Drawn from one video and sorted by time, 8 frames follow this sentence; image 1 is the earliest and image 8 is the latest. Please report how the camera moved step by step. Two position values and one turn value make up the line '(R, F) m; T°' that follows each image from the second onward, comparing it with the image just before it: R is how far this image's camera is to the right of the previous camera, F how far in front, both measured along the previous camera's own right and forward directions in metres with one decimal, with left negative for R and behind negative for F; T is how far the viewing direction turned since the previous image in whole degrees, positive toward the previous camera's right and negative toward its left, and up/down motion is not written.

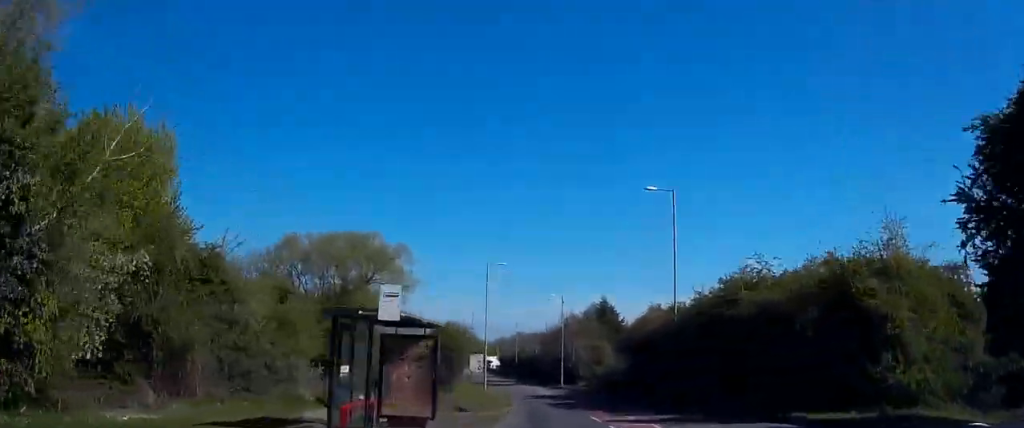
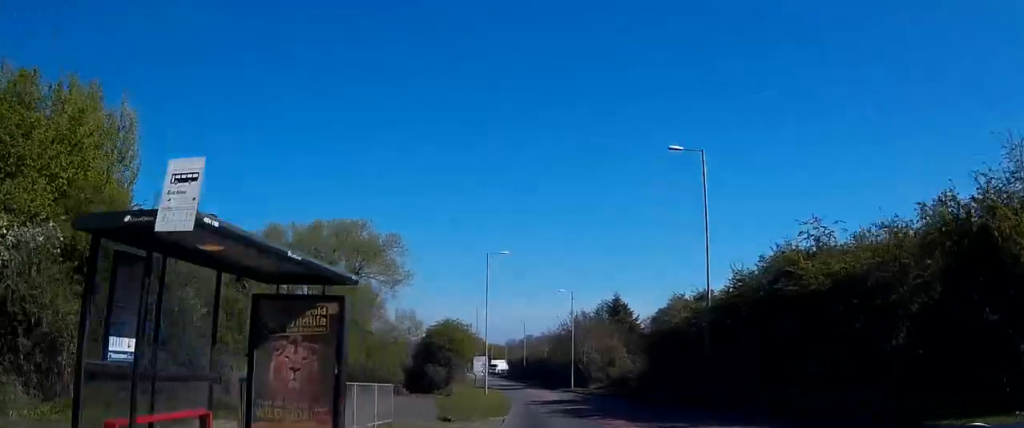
(-0.1, +8.4) m; -1°
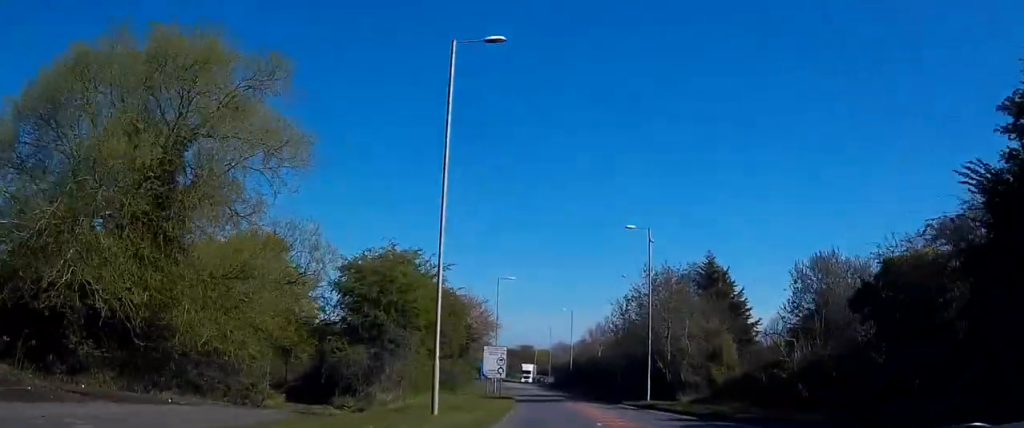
(-1.6, +42.0) m; -4°
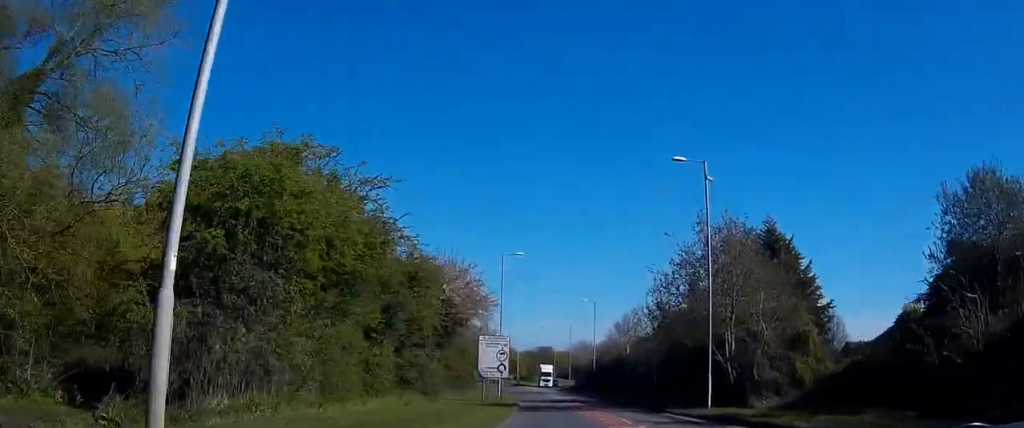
(-0.1, +16.6) m; -1°
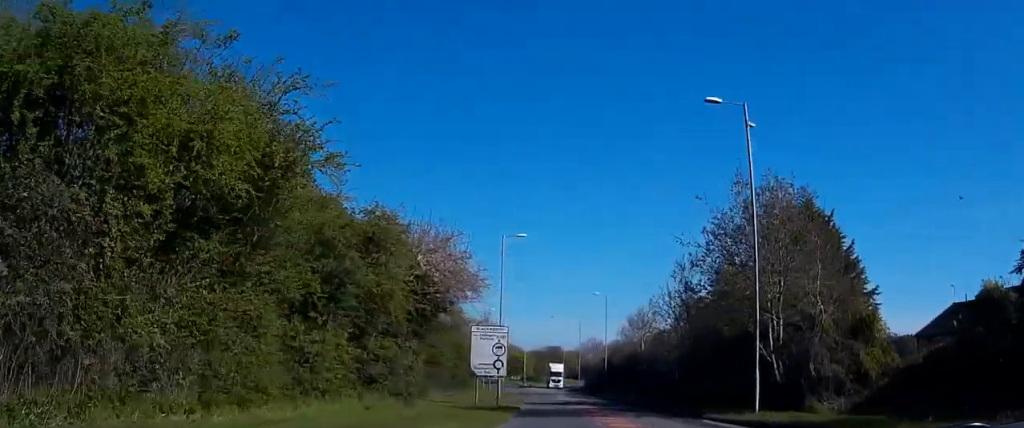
(-0.1, +8.3) m; -1°
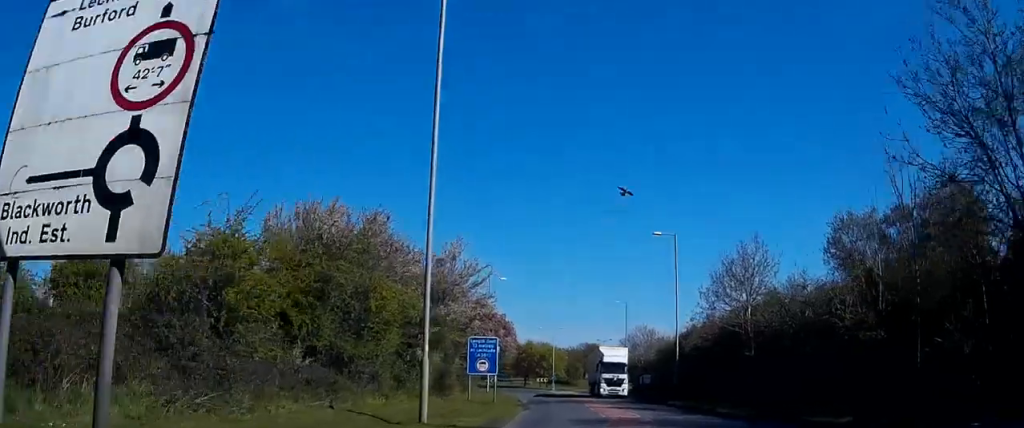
(-1.0, +36.2) m; -3°
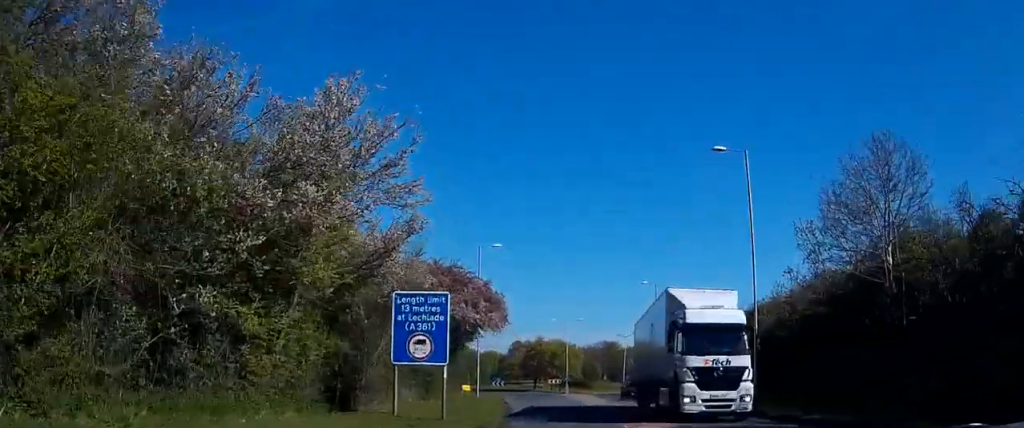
(-0.2, +20.1) m; -2°
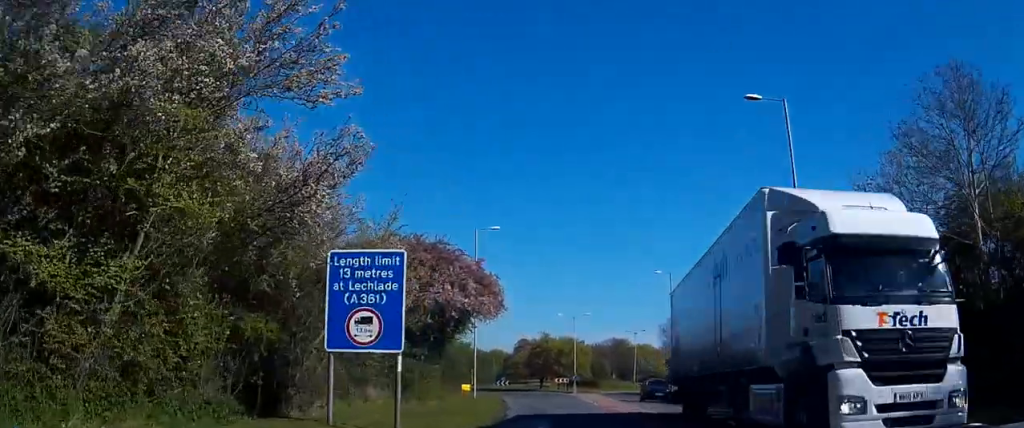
(0.0, +6.8) m; -1°
